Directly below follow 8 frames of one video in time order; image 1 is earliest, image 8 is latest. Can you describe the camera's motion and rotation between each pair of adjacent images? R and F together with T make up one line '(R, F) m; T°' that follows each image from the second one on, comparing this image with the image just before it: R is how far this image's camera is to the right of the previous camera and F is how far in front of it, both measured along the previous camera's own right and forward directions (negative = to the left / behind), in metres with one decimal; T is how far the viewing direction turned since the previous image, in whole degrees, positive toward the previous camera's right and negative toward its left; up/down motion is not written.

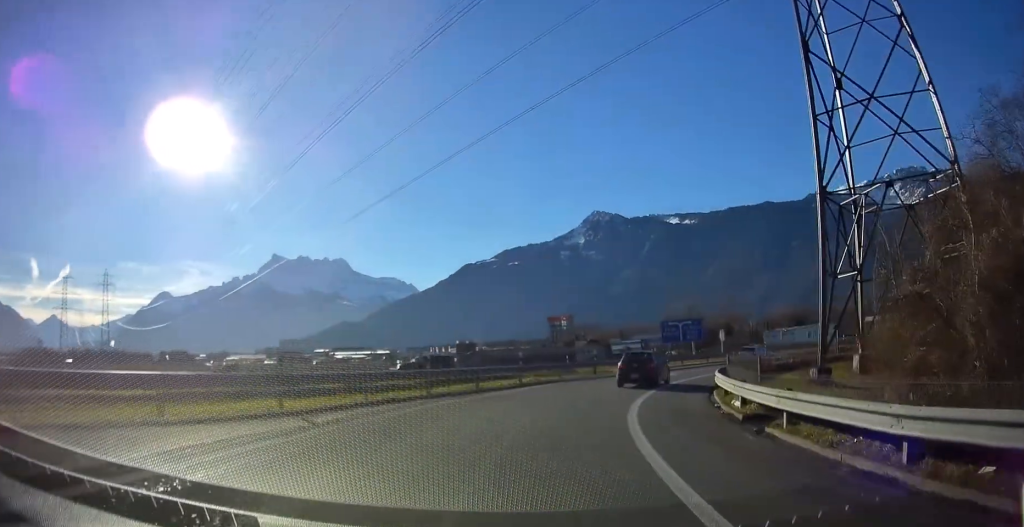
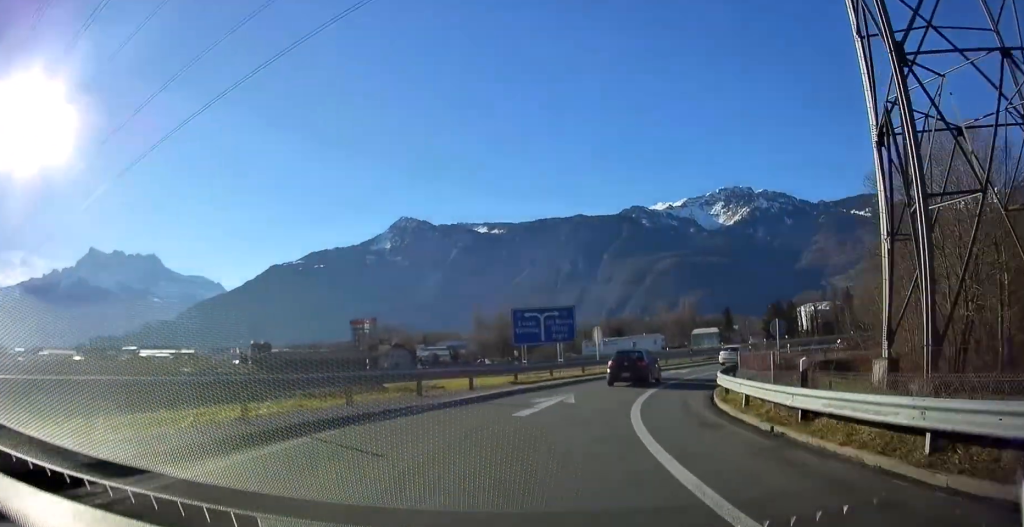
(+2.9, +17.3) m; +19°
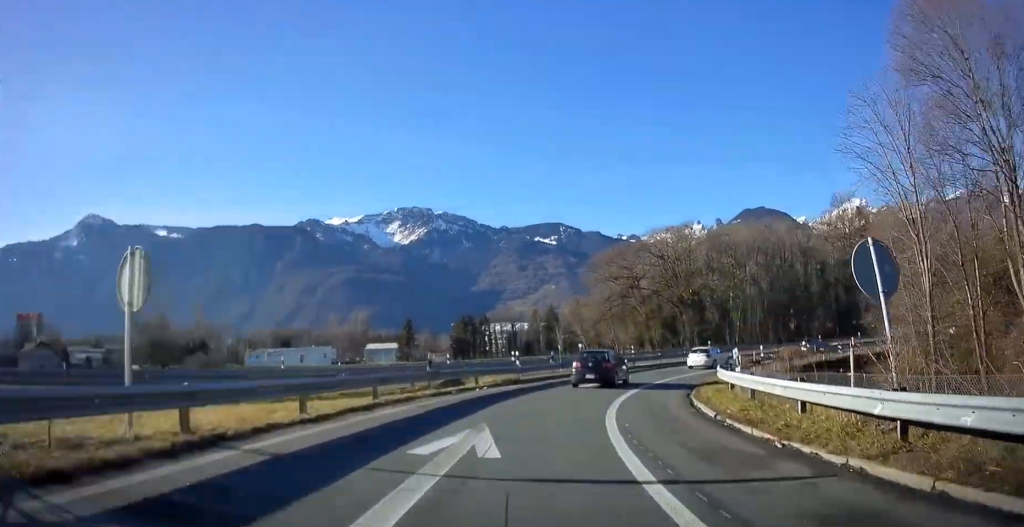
(+7.5, +26.9) m; +30°
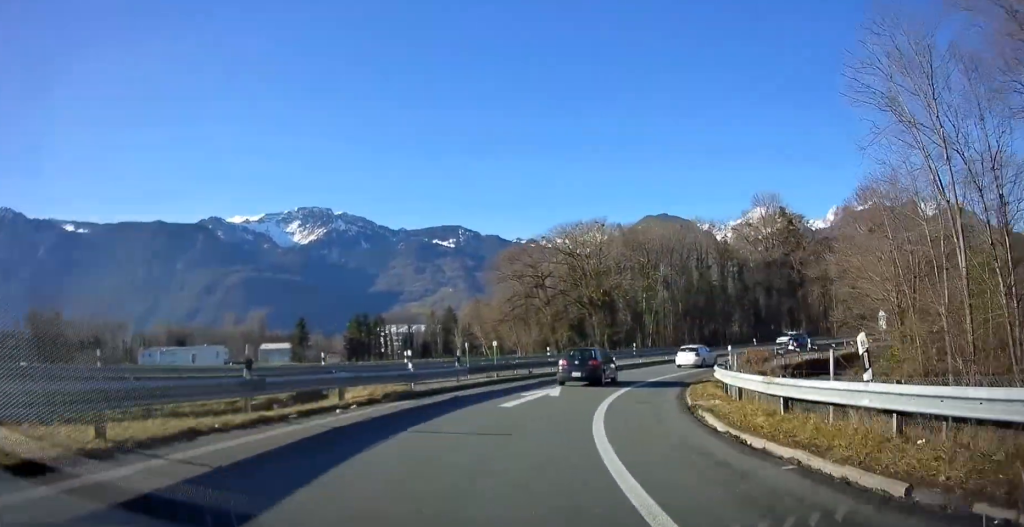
(+0.3, +8.4) m; +9°
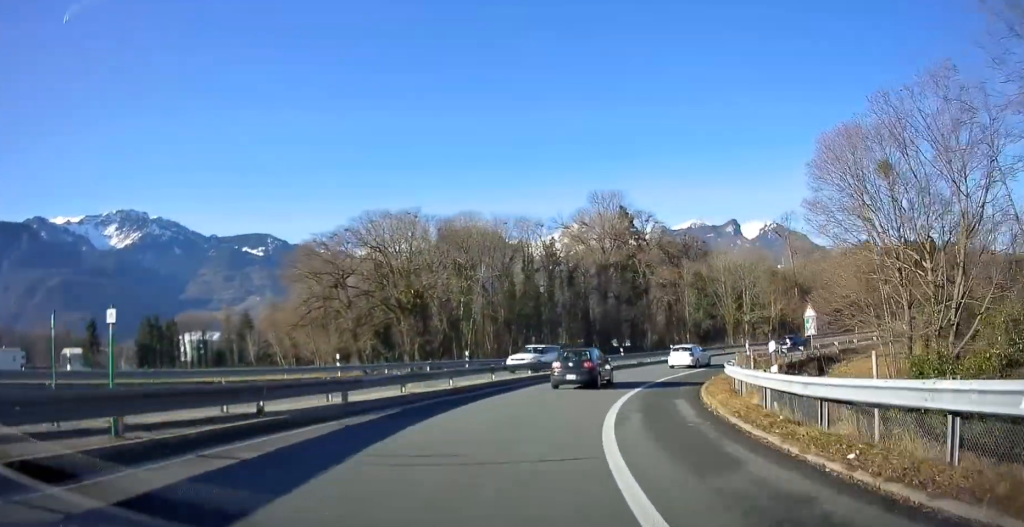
(+3.4, +17.6) m; +19°
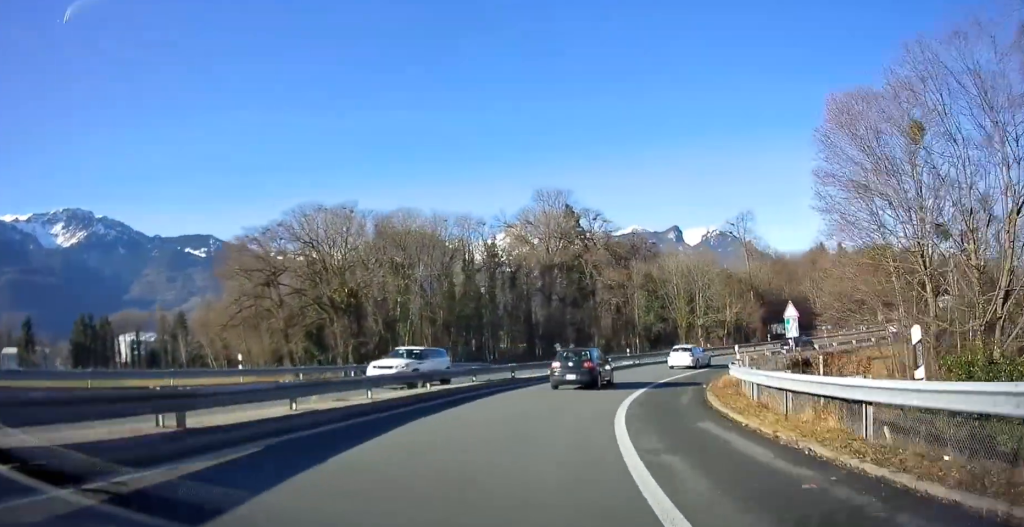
(+0.2, +6.1) m; +6°
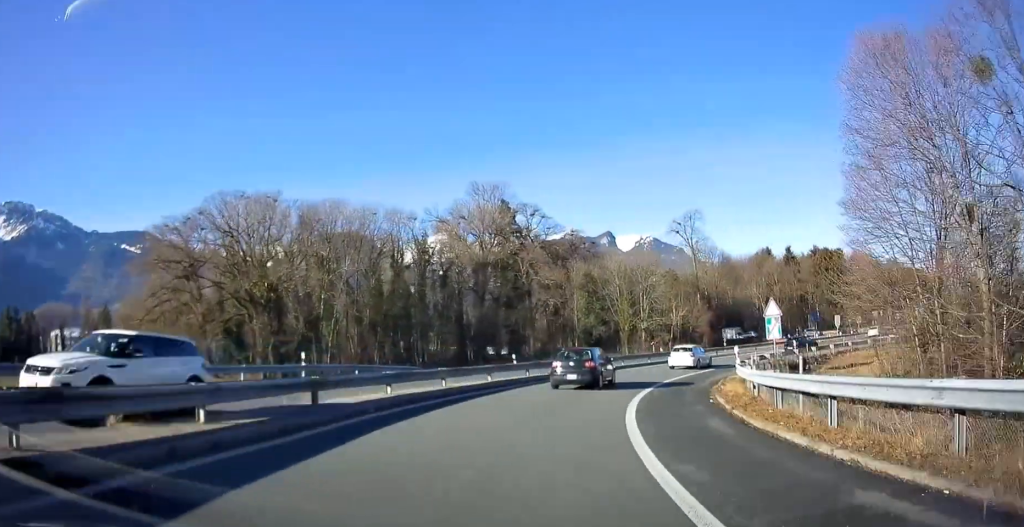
(+0.4, +6.4) m; +6°
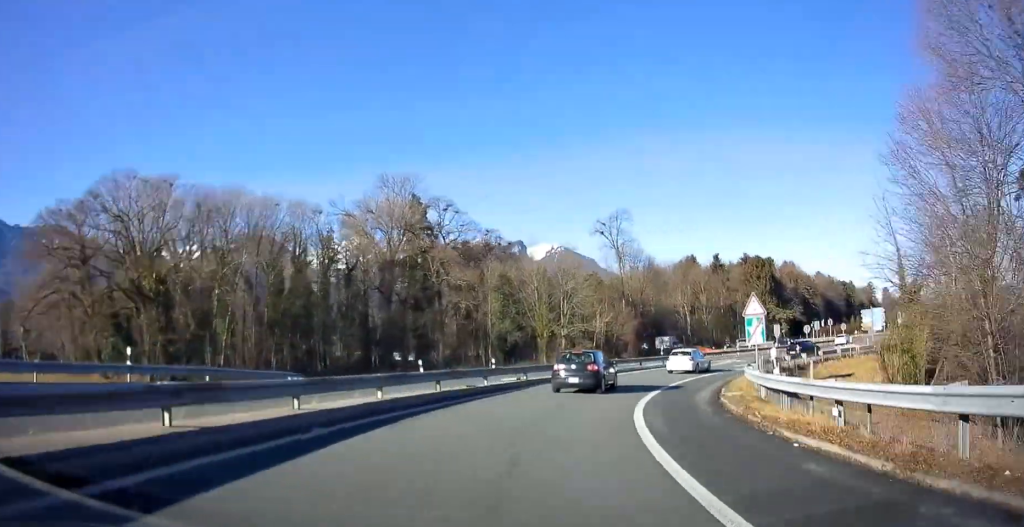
(+0.4, +8.6) m; +8°
